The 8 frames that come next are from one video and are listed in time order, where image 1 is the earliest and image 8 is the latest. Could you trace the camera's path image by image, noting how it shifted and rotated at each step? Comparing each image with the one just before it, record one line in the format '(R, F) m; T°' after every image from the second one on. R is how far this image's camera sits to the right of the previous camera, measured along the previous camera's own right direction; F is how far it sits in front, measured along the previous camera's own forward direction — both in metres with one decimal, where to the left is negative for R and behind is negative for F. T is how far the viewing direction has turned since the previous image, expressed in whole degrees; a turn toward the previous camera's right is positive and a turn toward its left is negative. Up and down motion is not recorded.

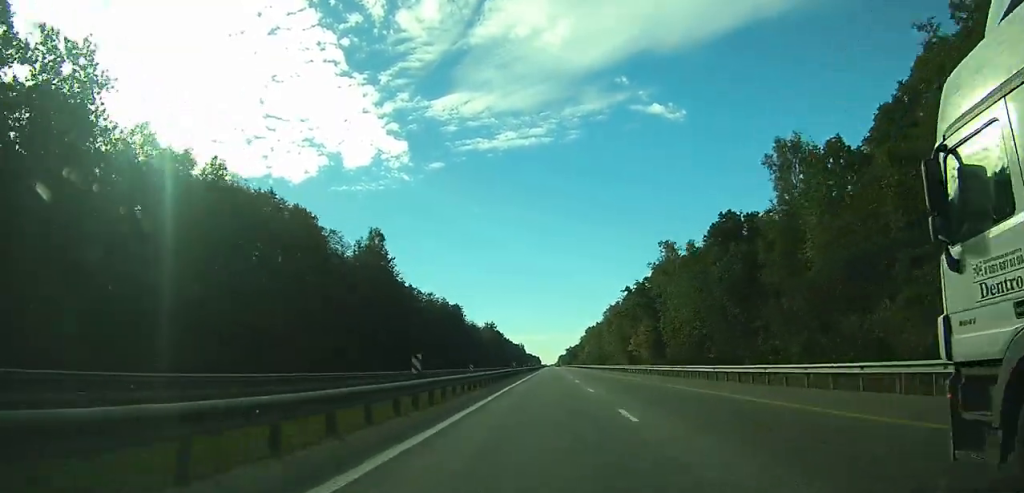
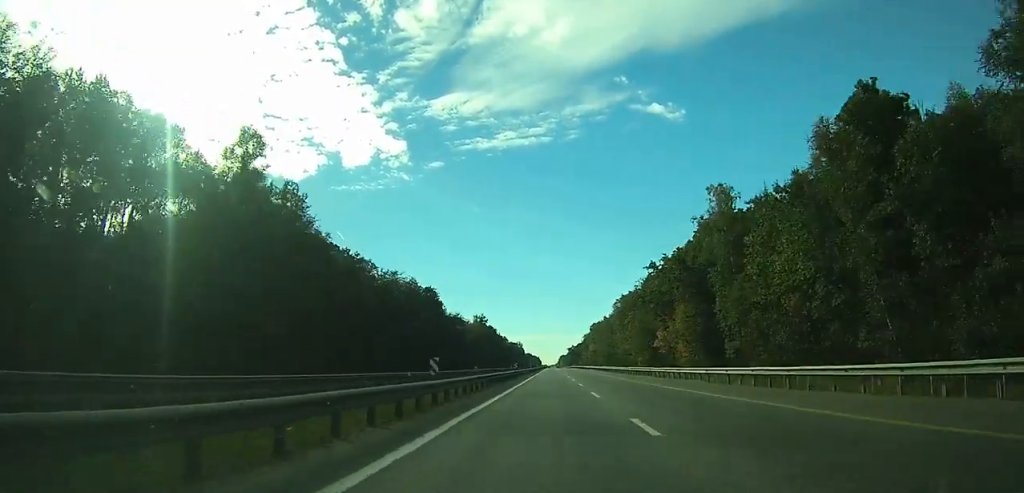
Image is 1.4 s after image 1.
(0.0, +39.8) m; 0°
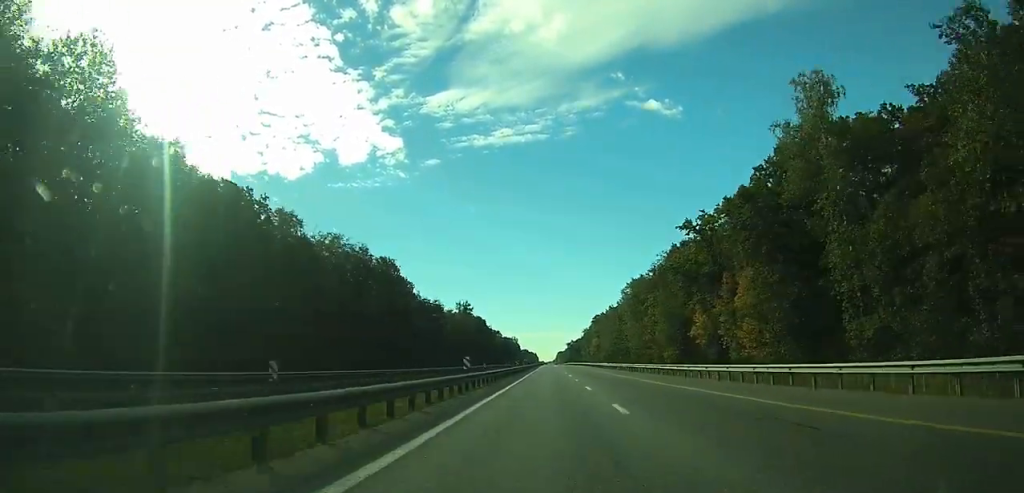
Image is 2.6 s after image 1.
(0.0, +35.1) m; 0°
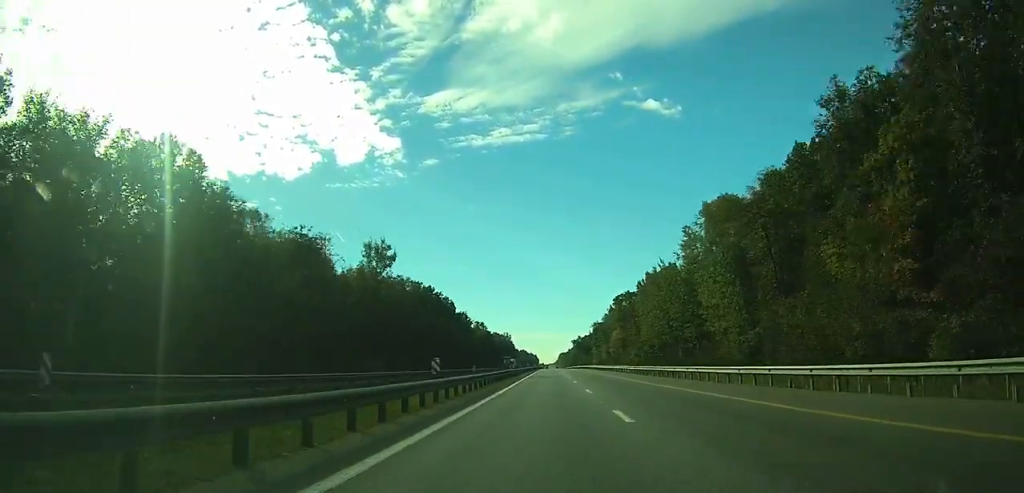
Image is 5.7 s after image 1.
(0.0, +105.4) m; 0°
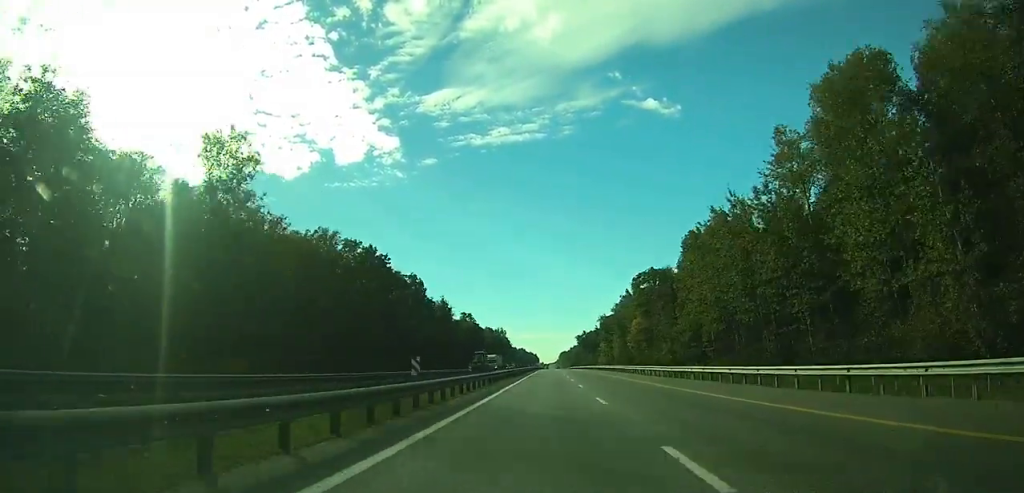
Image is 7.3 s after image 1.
(-0.1, +56.2) m; 0°
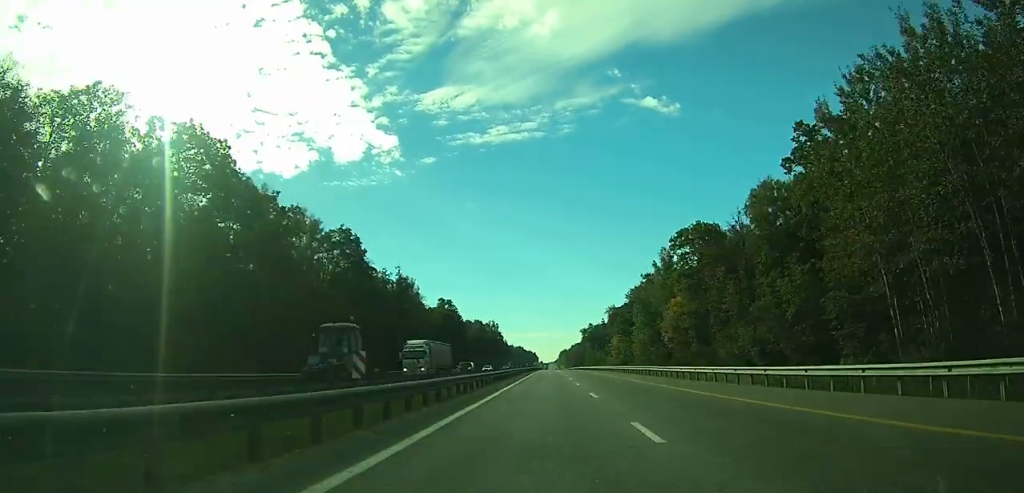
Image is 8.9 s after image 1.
(-0.1, +57.9) m; 0°
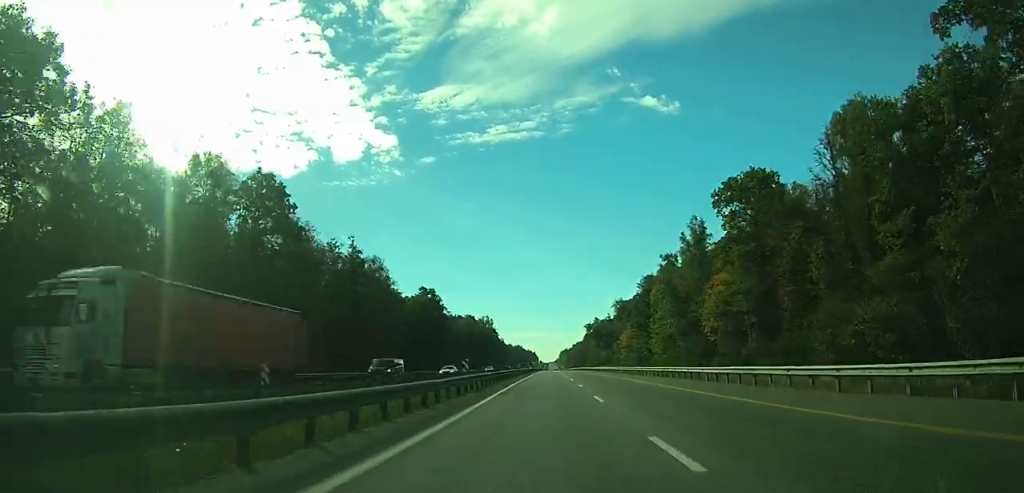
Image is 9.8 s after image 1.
(0.0, +25.3) m; 0°
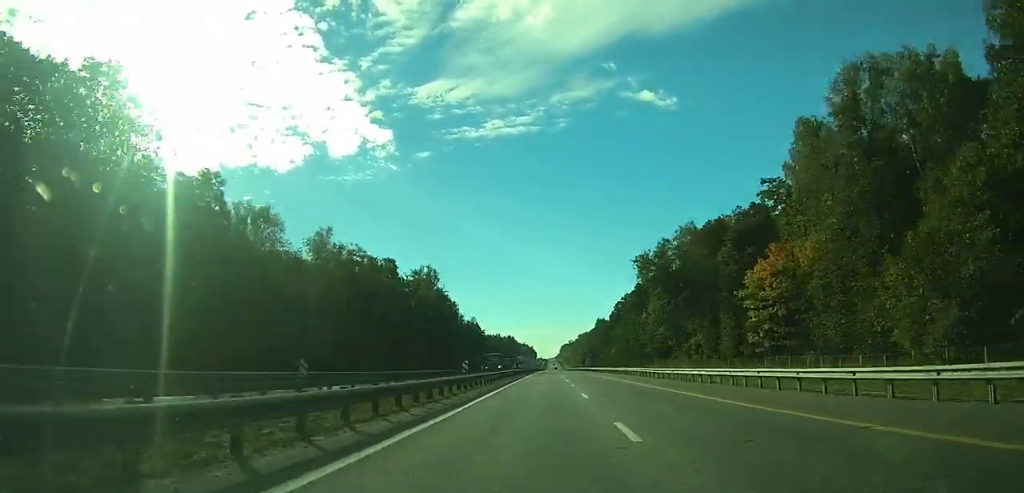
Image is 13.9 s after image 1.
(+0.8, +91.9) m; 0°
